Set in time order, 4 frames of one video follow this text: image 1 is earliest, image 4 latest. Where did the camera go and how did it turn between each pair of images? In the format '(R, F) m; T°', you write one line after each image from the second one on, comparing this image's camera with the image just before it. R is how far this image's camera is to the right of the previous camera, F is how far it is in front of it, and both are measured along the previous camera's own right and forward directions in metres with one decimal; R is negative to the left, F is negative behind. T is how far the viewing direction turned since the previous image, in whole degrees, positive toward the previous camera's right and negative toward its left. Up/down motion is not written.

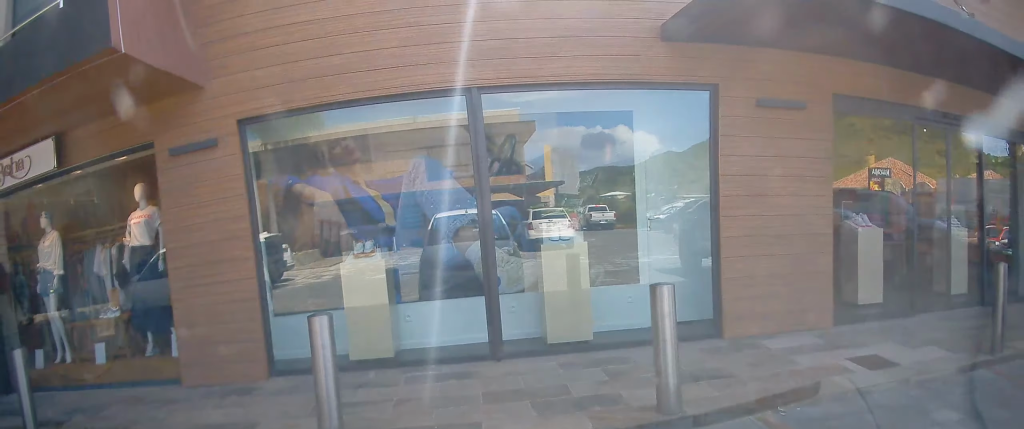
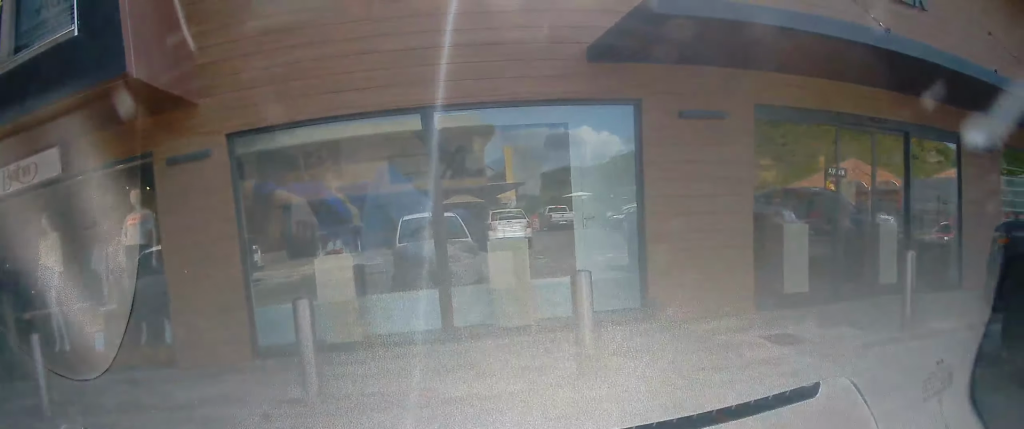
(-0.1, +0.9) m; 0°
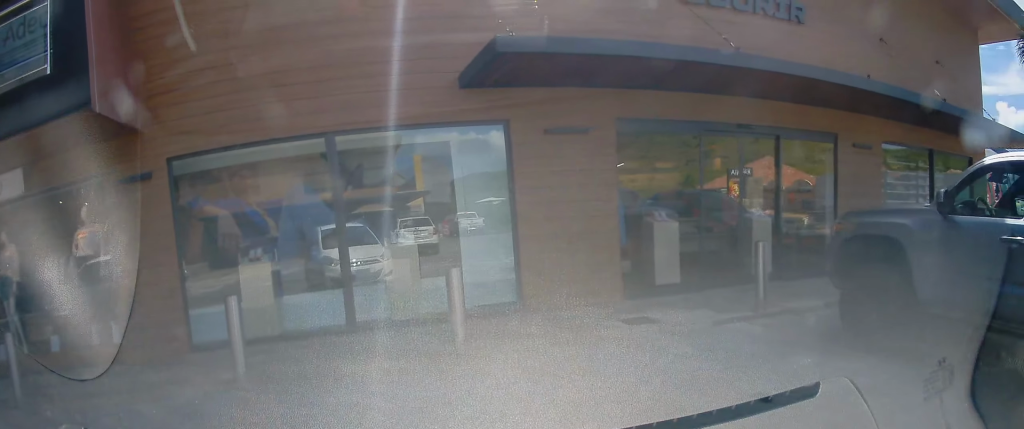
(-0.3, +1.5) m; -6°
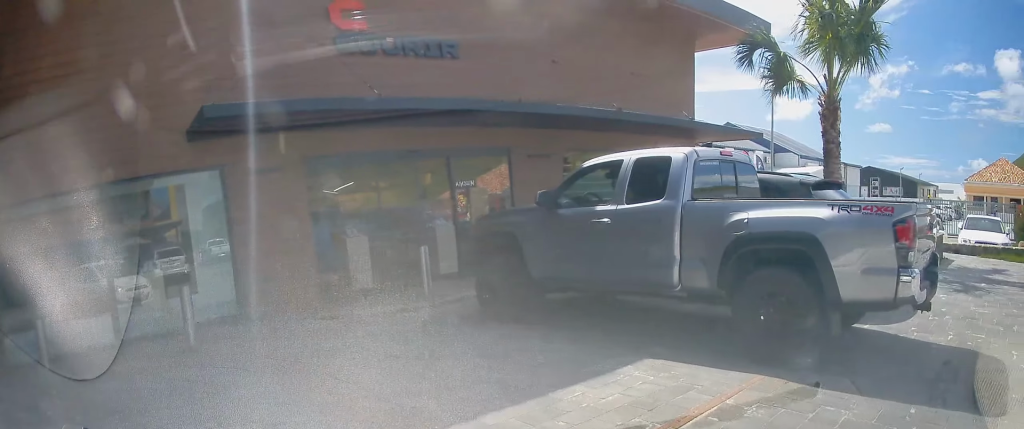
(-0.3, +3.9) m; -10°
